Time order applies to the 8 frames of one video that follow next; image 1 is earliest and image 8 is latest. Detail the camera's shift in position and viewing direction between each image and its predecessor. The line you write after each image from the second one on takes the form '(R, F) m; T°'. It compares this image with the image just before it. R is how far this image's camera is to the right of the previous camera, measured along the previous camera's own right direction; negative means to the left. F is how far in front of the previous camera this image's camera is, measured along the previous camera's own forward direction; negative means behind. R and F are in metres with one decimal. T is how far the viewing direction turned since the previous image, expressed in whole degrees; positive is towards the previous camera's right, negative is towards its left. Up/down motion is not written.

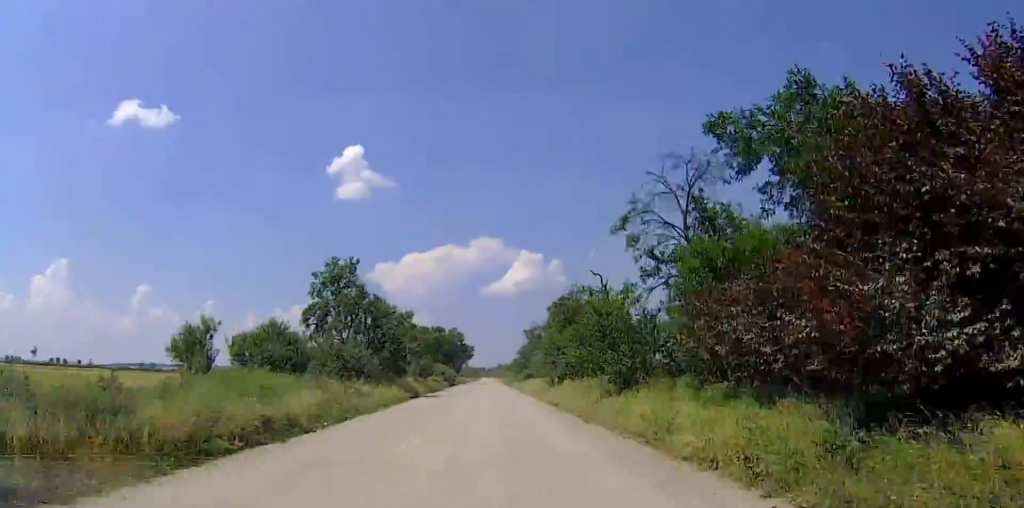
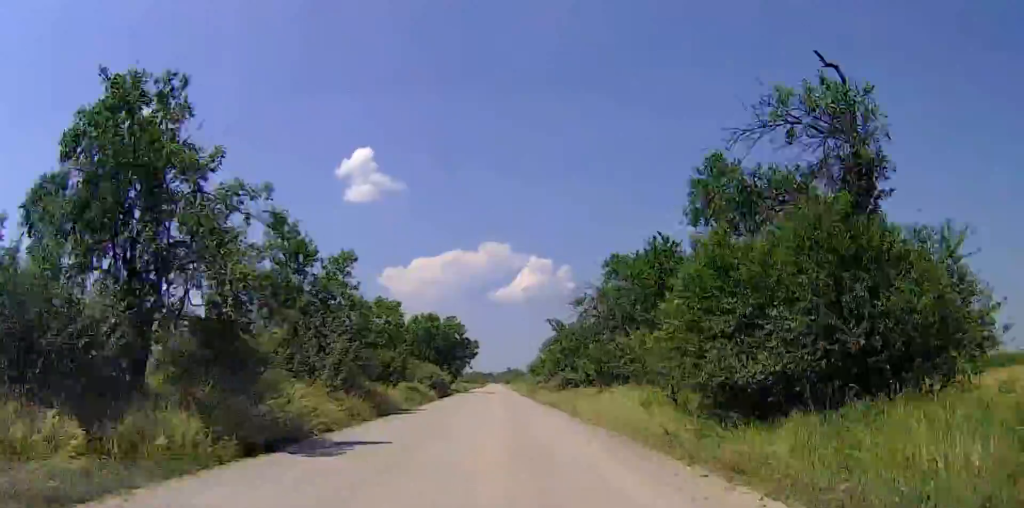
(-0.1, +31.0) m; +1°
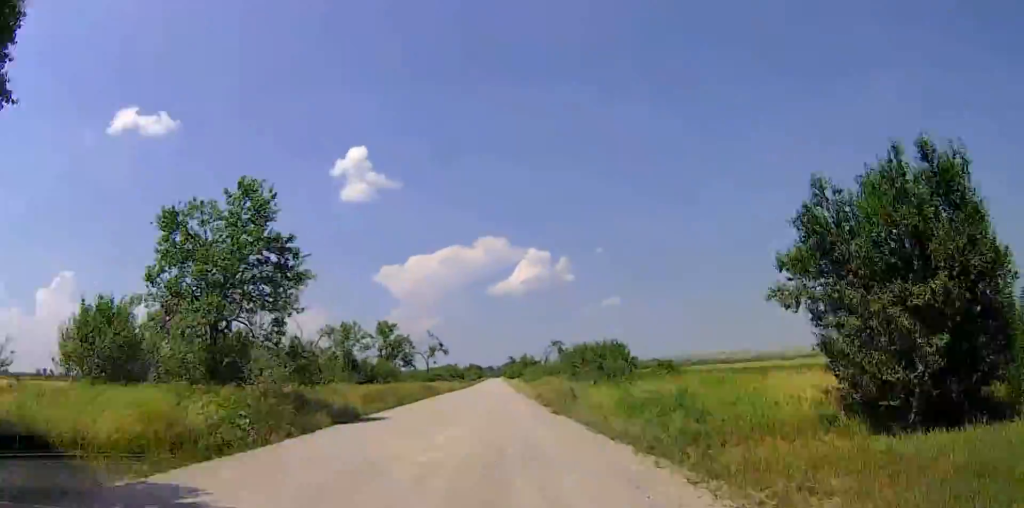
(+1.0, +83.7) m; -1°
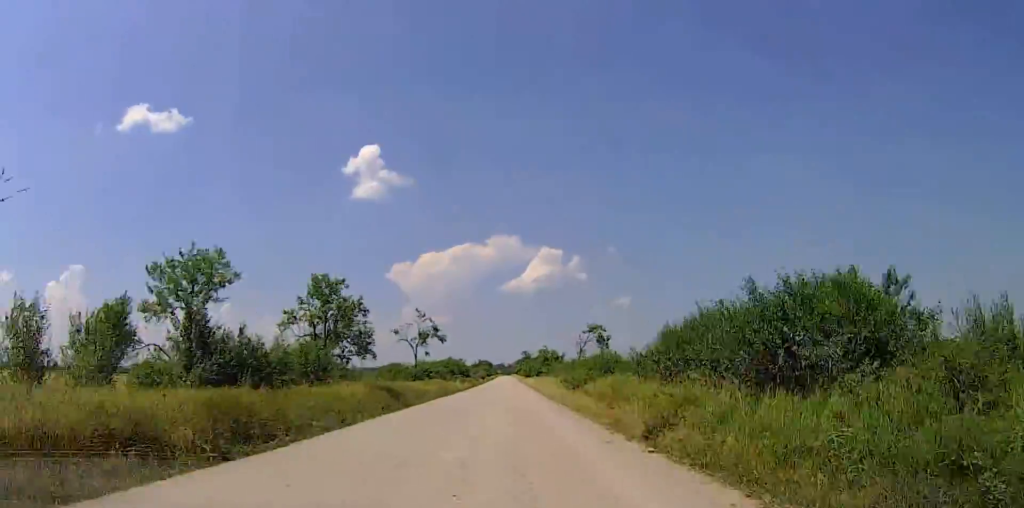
(-0.6, +25.7) m; 0°
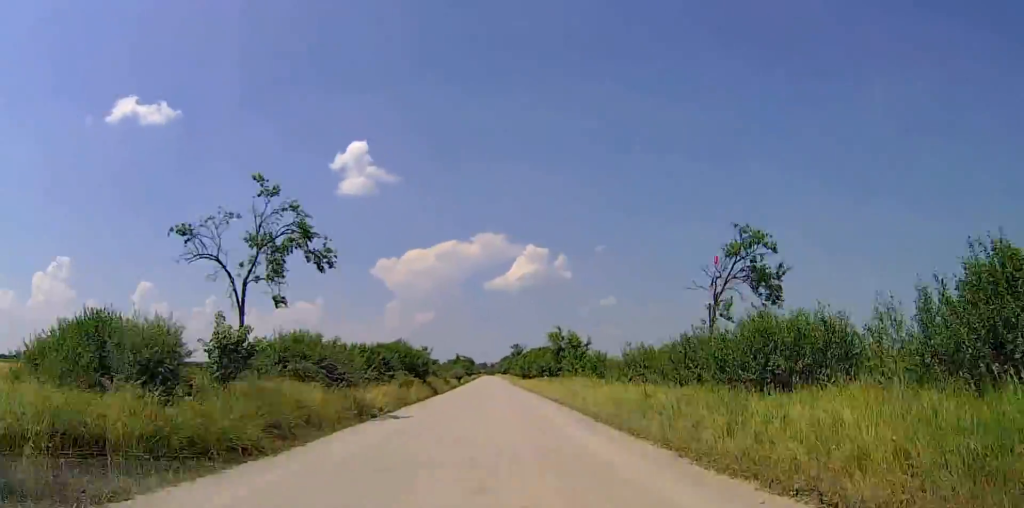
(+0.2, +42.1) m; +1°
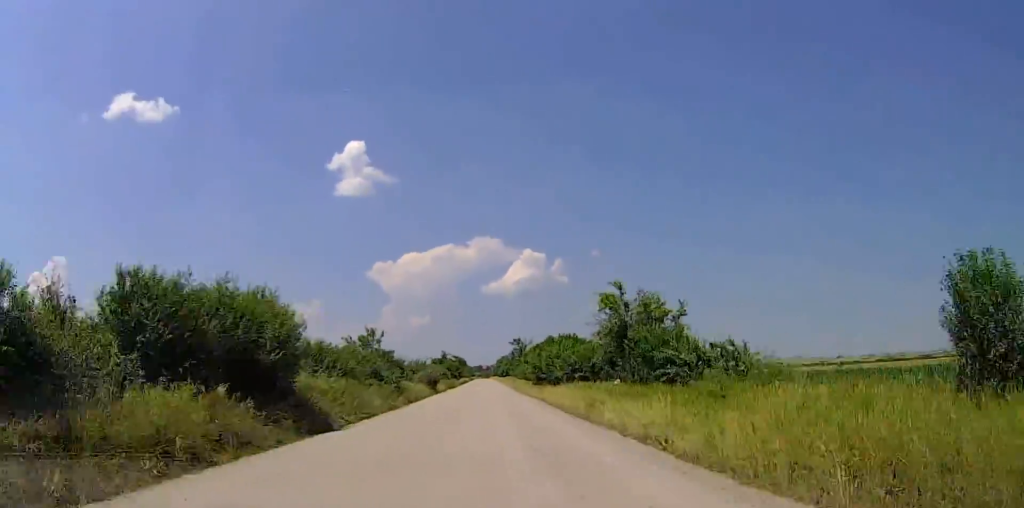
(+0.2, +32.6) m; 0°
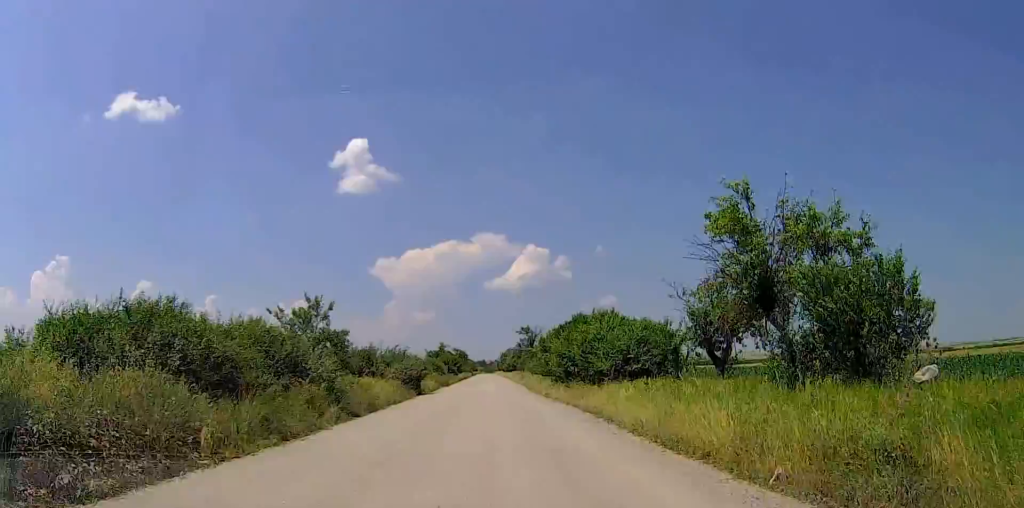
(+0.1, +15.7) m; 0°
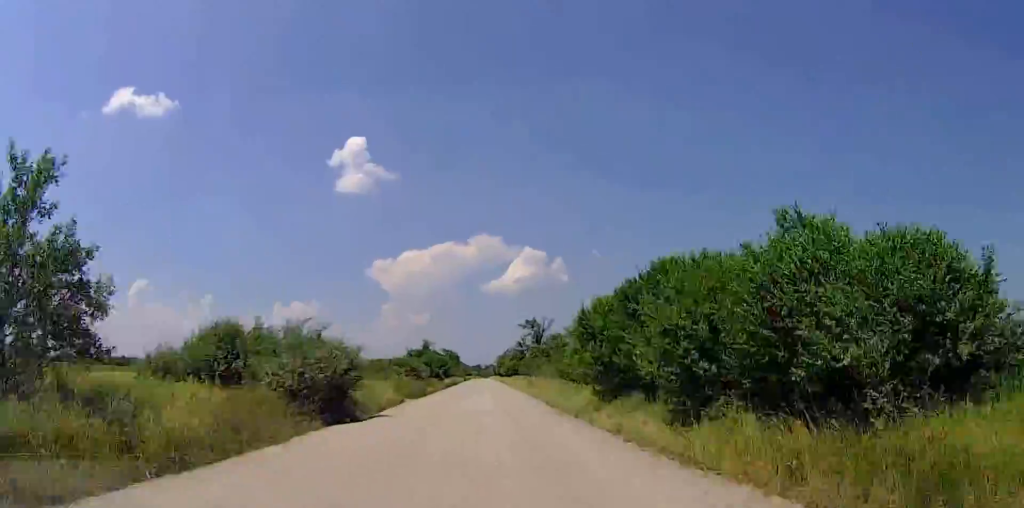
(-0.3, +21.8) m; 0°
